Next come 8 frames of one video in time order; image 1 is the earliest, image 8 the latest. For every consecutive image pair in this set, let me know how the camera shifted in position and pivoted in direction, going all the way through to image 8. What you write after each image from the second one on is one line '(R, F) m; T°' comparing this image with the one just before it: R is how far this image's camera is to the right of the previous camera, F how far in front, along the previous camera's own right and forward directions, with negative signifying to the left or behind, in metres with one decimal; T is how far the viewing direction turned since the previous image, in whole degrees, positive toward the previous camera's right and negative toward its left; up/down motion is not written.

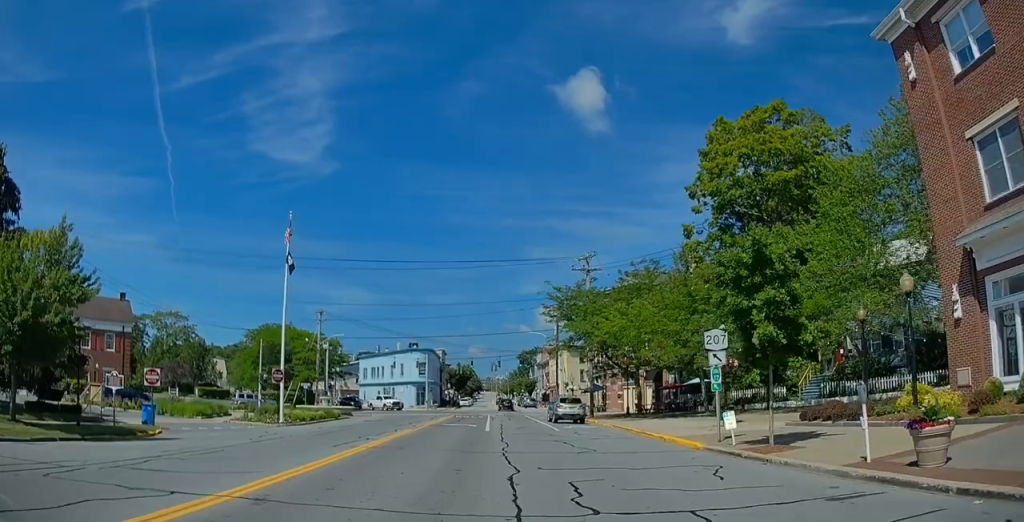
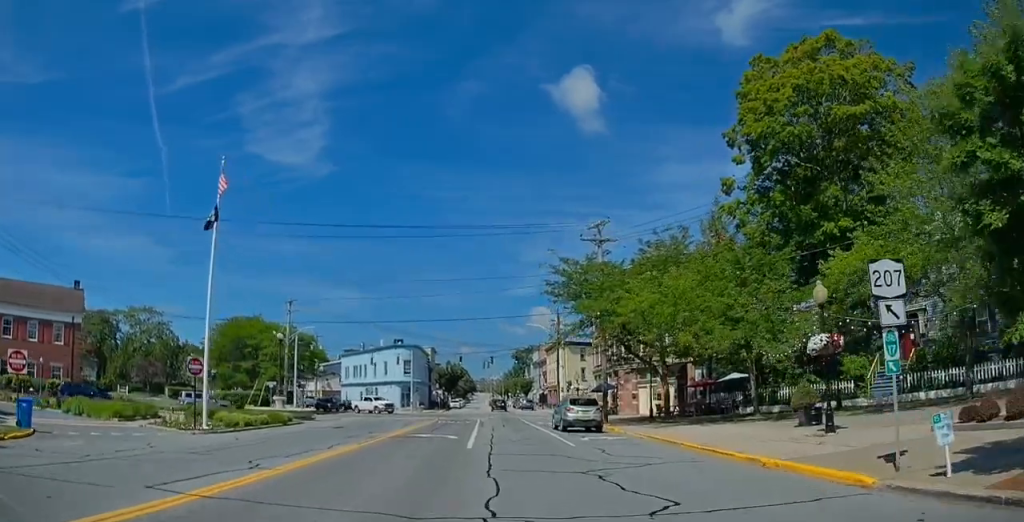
(+0.3, +9.6) m; +2°
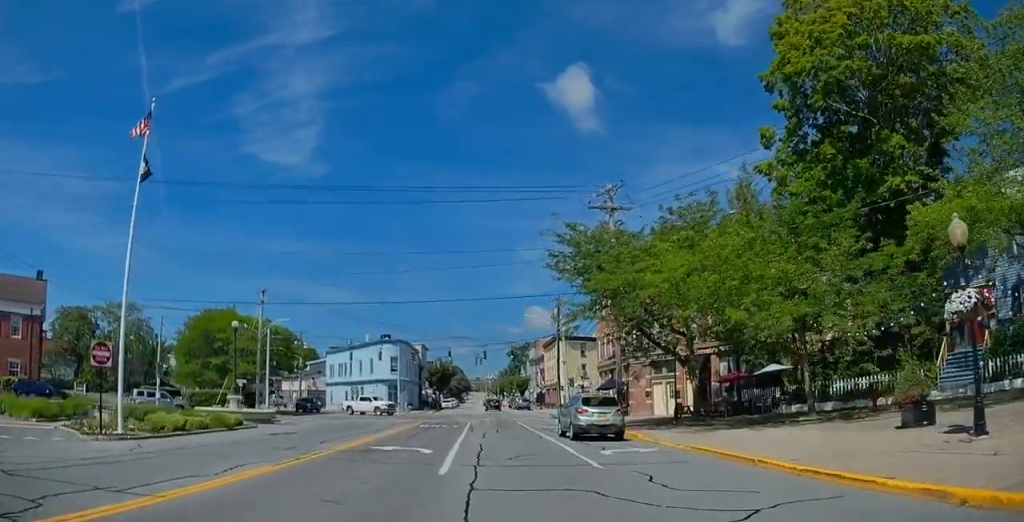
(0.0, +6.4) m; -1°
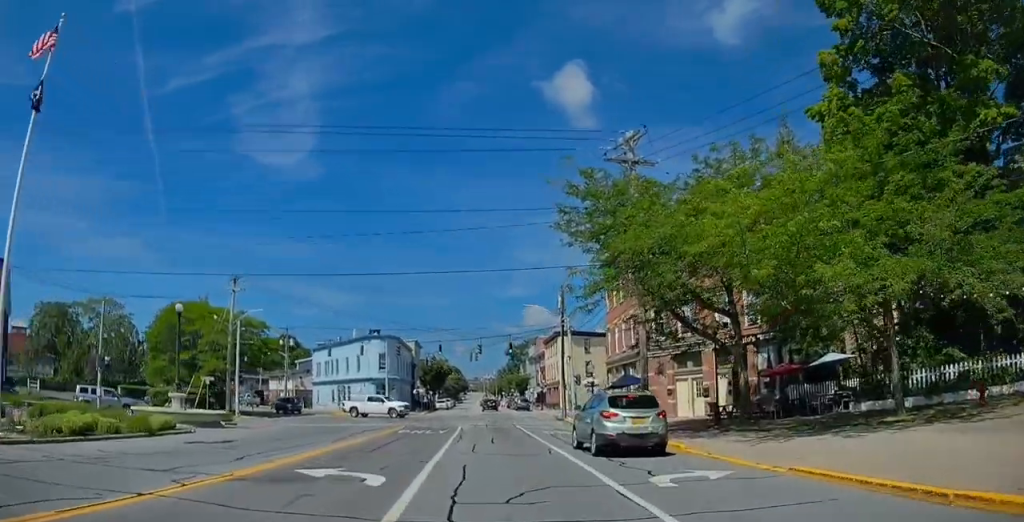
(0.0, +6.6) m; -1°
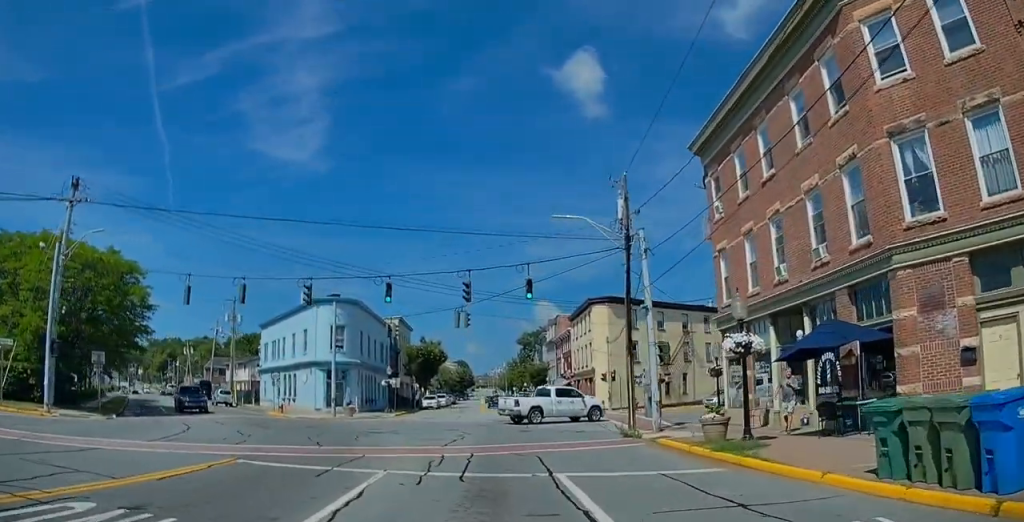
(-0.2, +25.2) m; -1°
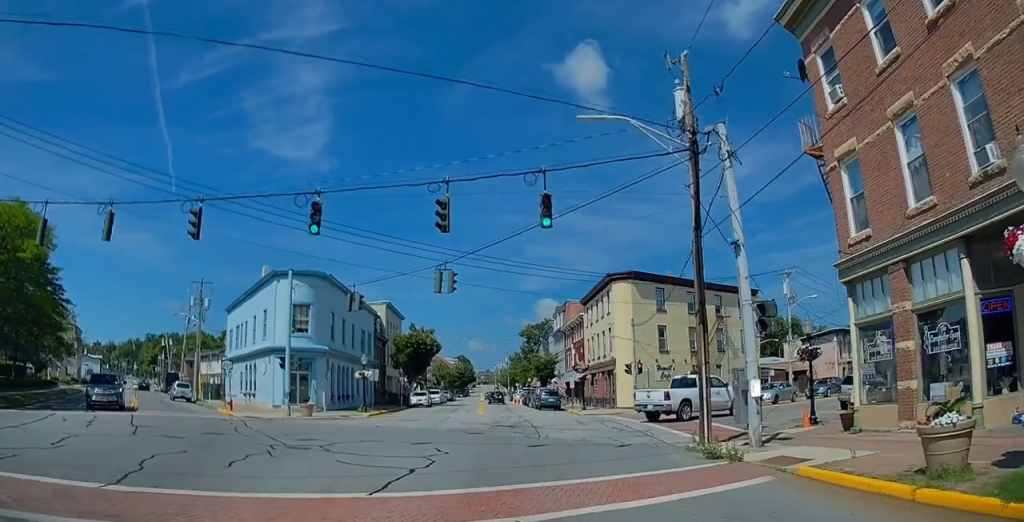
(-0.3, +10.0) m; -2°
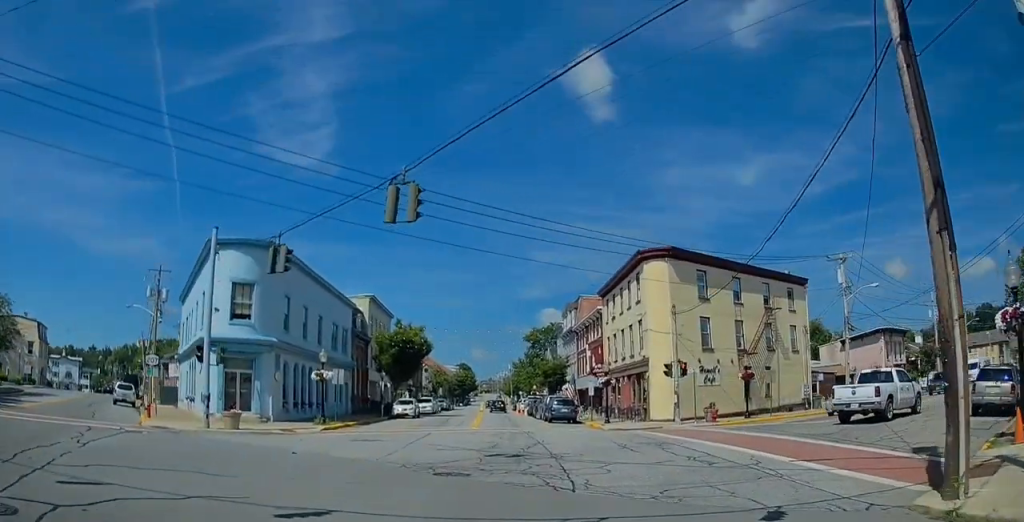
(+0.1, +10.3) m; +2°
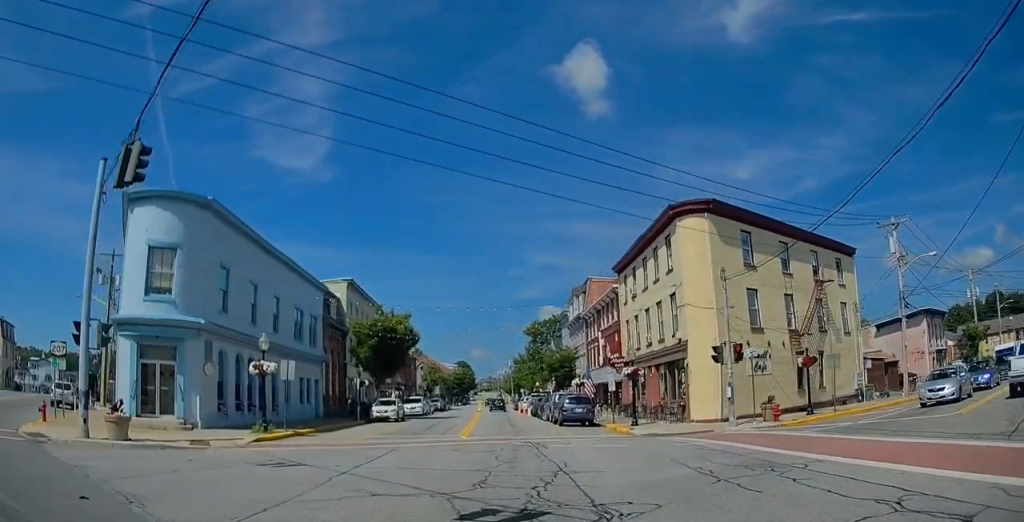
(+0.3, +8.4) m; 0°
